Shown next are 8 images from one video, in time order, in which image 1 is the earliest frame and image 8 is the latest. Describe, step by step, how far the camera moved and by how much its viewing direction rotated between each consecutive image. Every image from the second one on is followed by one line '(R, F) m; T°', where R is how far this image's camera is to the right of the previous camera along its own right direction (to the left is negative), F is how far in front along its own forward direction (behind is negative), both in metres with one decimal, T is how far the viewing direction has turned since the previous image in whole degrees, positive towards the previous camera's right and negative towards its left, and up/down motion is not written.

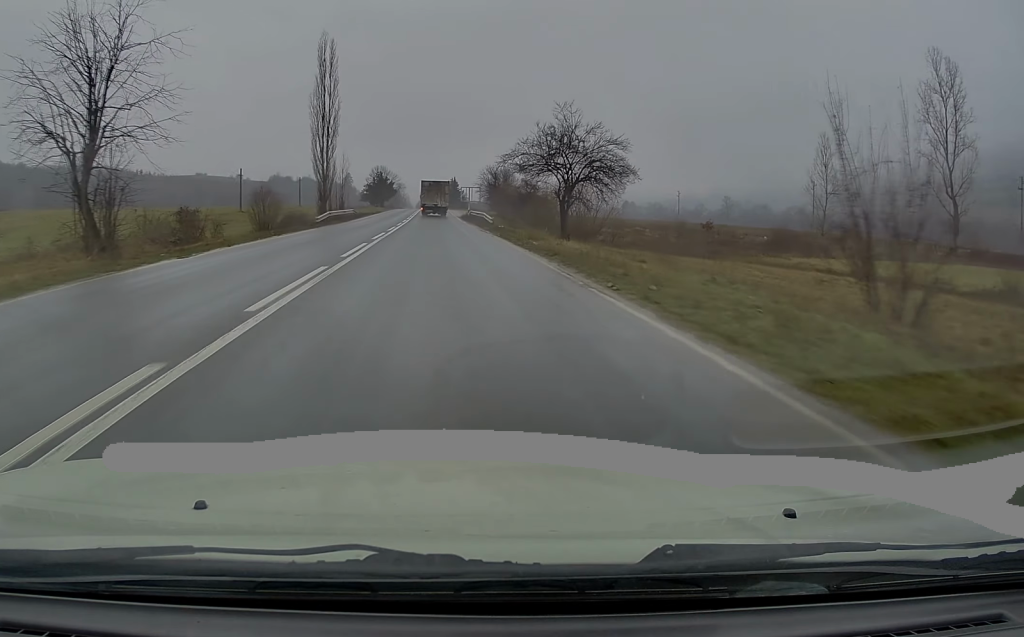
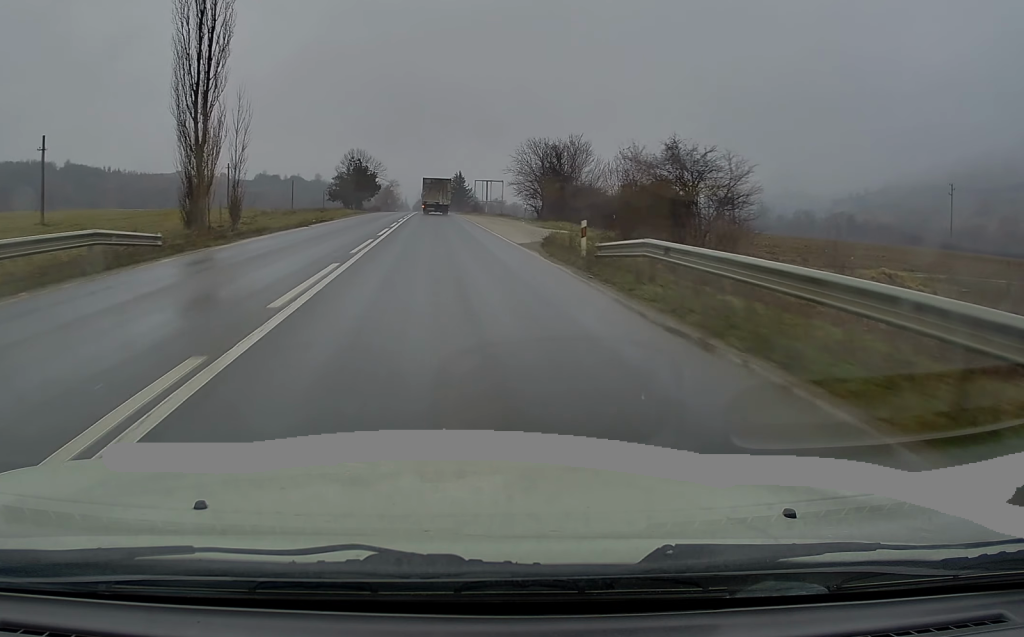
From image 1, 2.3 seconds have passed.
(+0.1, +52.7) m; 0°
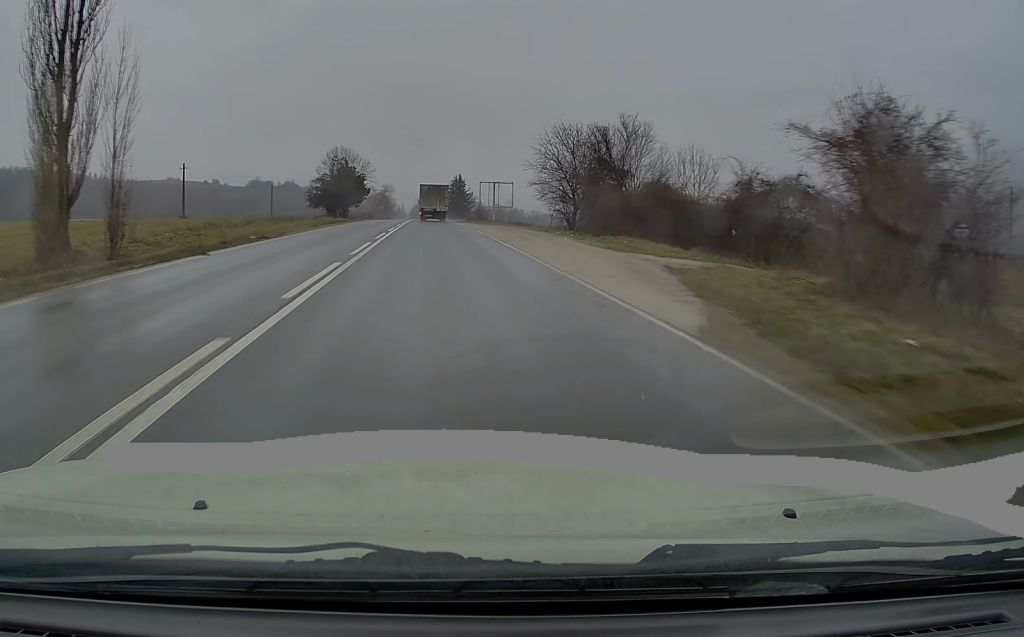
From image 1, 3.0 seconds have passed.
(+0.2, +16.8) m; 0°
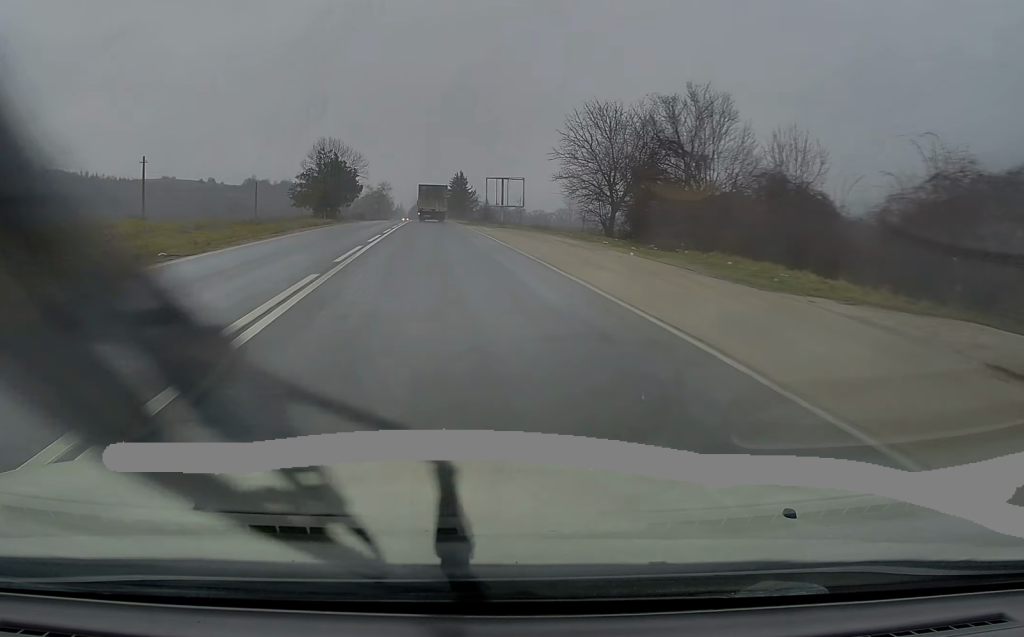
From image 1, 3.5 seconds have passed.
(0.0, +11.5) m; -1°
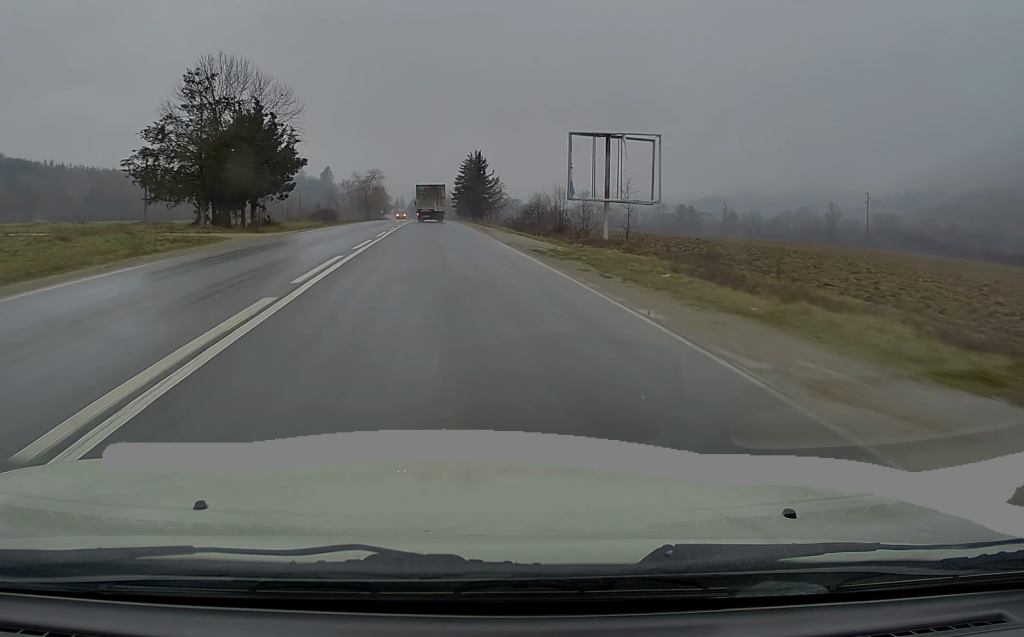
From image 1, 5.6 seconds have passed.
(-0.2, +48.1) m; +1°
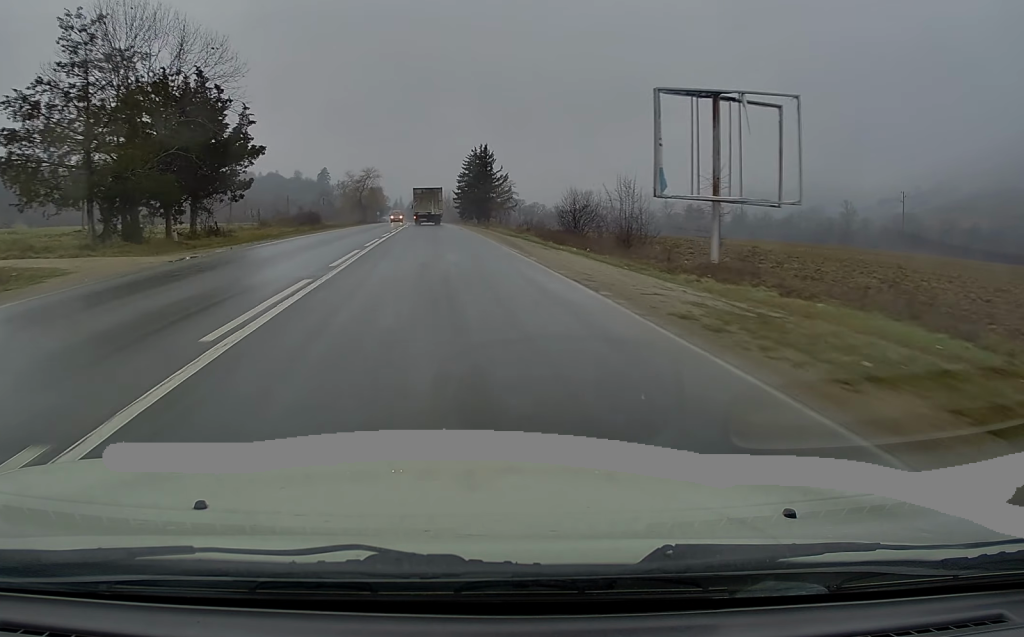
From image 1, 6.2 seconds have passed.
(+0.1, +13.6) m; 0°
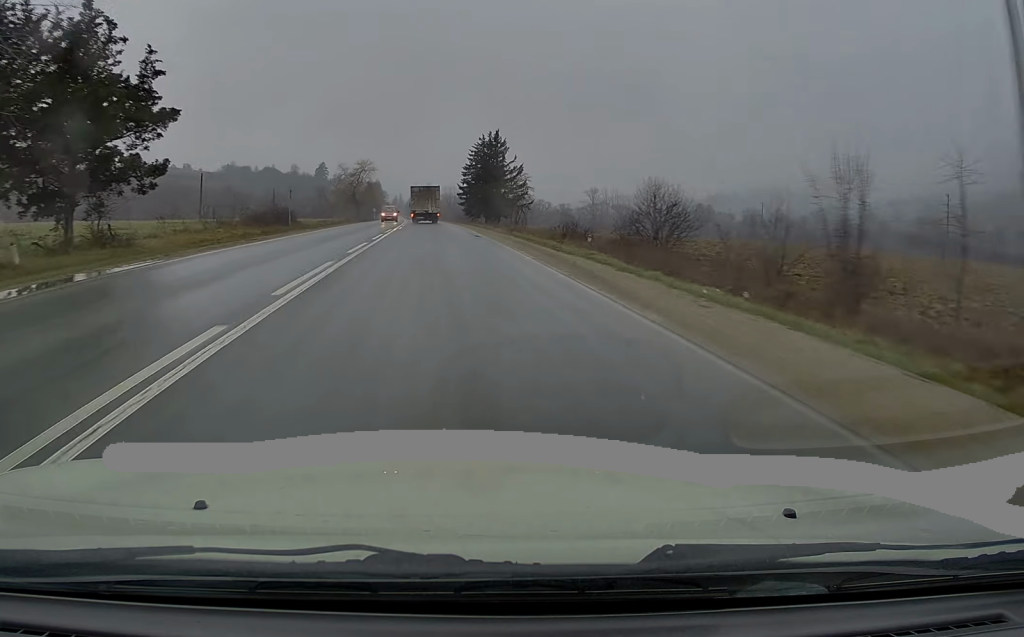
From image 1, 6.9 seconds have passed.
(+0.1, +14.4) m; -1°
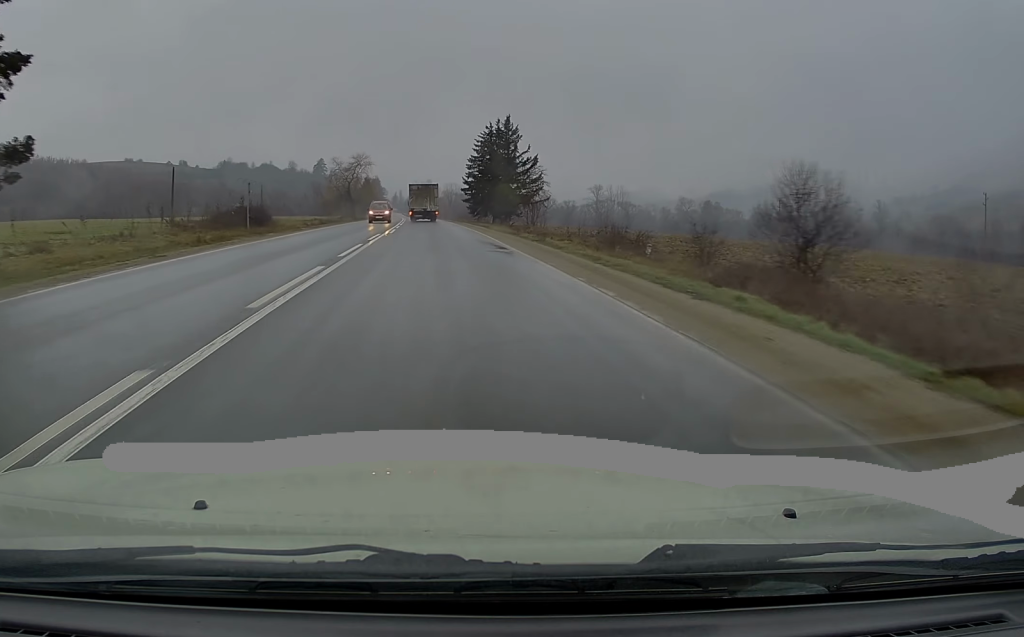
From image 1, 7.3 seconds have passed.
(-0.2, +10.6) m; -1°
